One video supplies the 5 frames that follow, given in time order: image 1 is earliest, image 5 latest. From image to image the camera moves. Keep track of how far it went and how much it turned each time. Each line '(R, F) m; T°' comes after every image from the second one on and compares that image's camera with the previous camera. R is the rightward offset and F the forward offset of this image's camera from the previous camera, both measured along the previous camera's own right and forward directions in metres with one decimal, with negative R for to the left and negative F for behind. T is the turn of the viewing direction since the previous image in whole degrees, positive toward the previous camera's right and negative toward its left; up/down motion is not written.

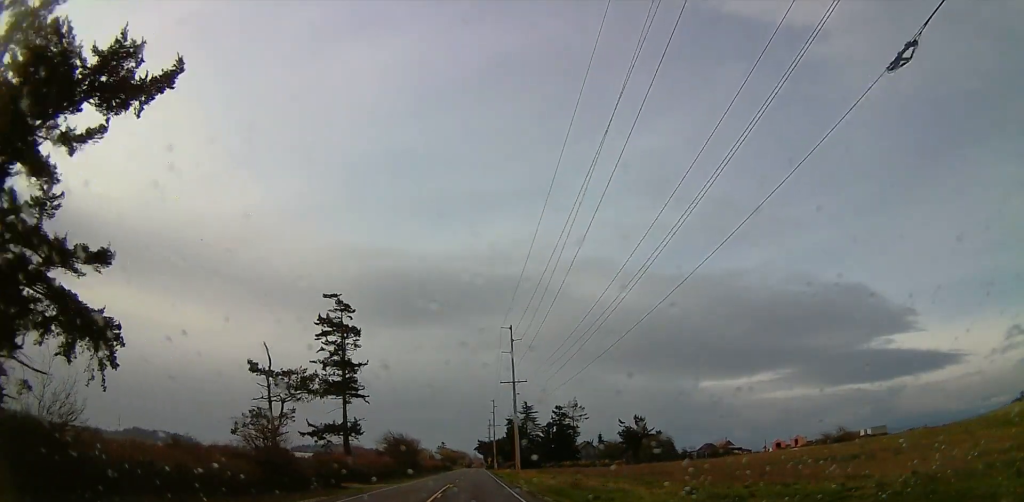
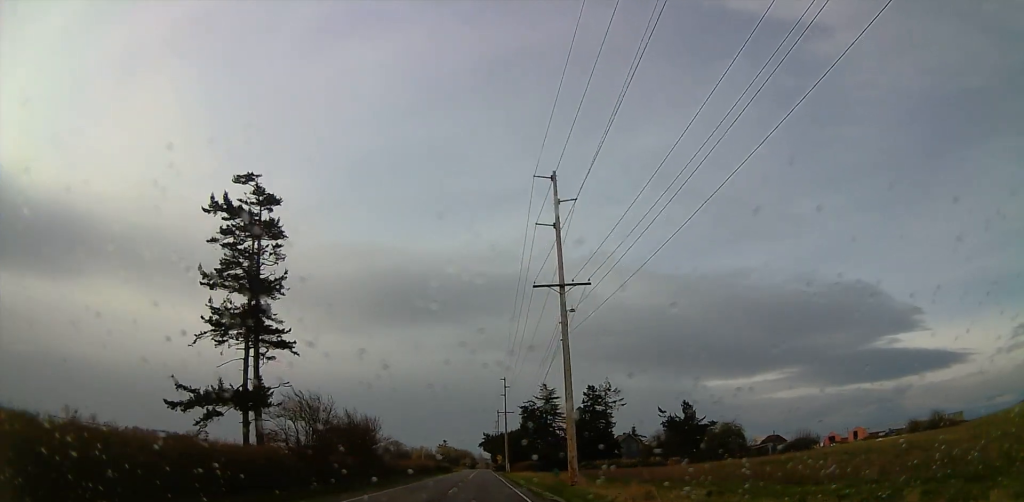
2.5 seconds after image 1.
(0.0, +40.6) m; -3°
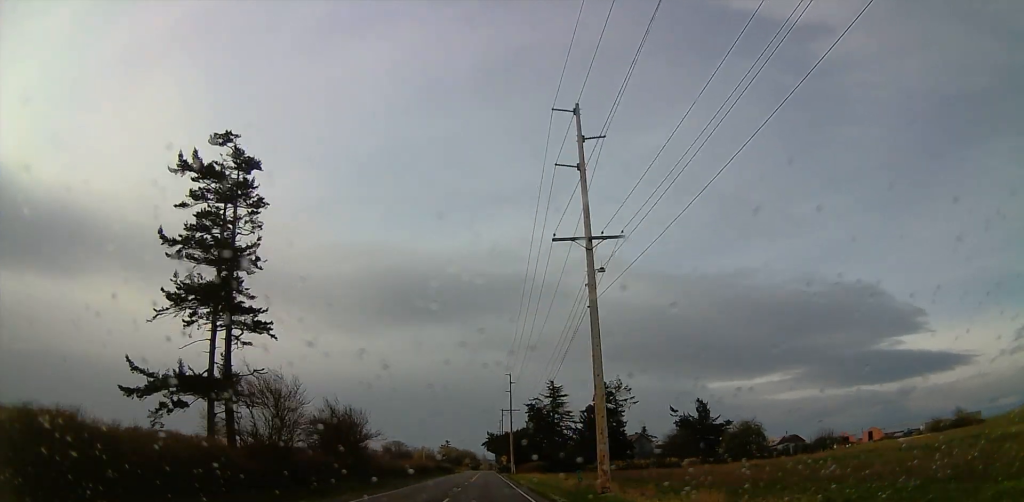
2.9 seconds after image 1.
(-0.3, +7.1) m; -1°
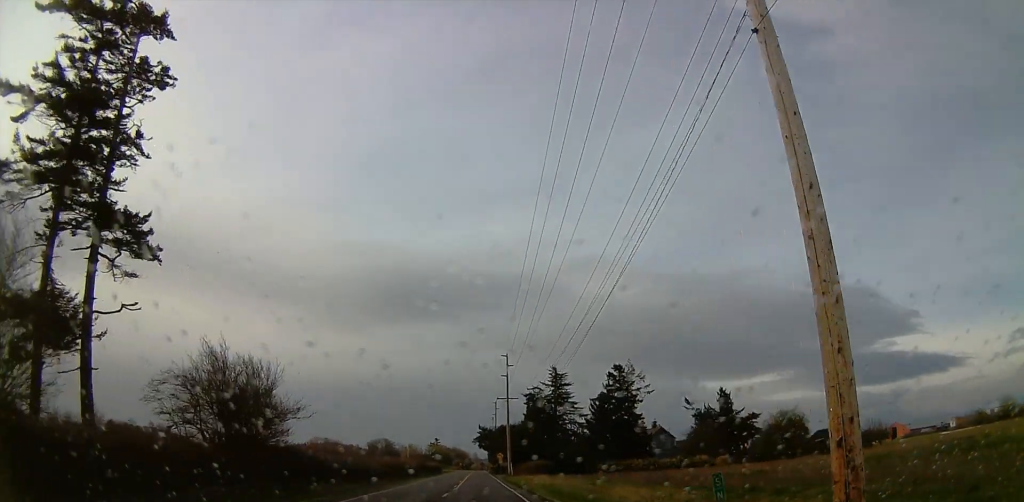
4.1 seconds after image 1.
(-0.2, +18.4) m; +1°
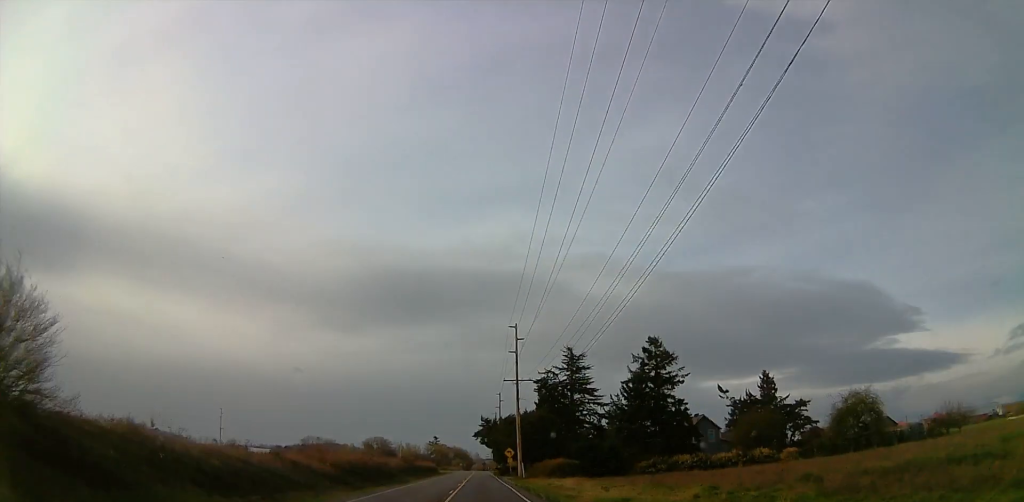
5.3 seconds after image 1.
(+0.6, +22.0) m; +2°
